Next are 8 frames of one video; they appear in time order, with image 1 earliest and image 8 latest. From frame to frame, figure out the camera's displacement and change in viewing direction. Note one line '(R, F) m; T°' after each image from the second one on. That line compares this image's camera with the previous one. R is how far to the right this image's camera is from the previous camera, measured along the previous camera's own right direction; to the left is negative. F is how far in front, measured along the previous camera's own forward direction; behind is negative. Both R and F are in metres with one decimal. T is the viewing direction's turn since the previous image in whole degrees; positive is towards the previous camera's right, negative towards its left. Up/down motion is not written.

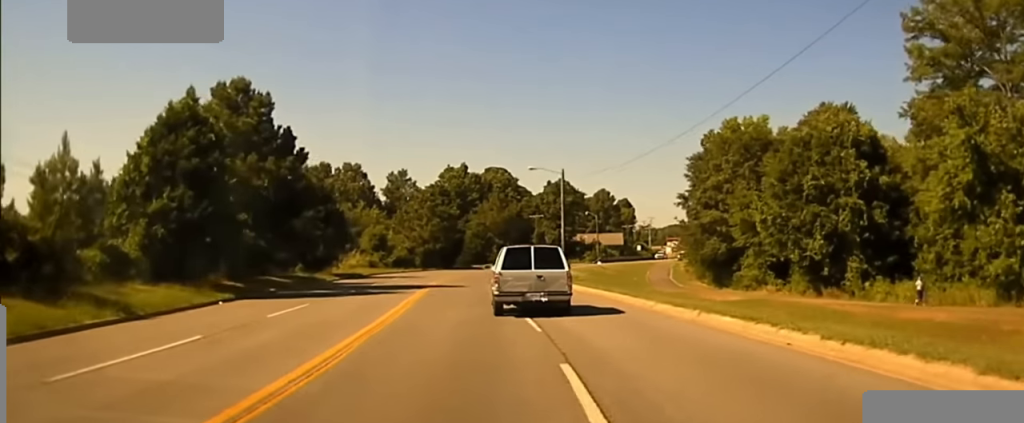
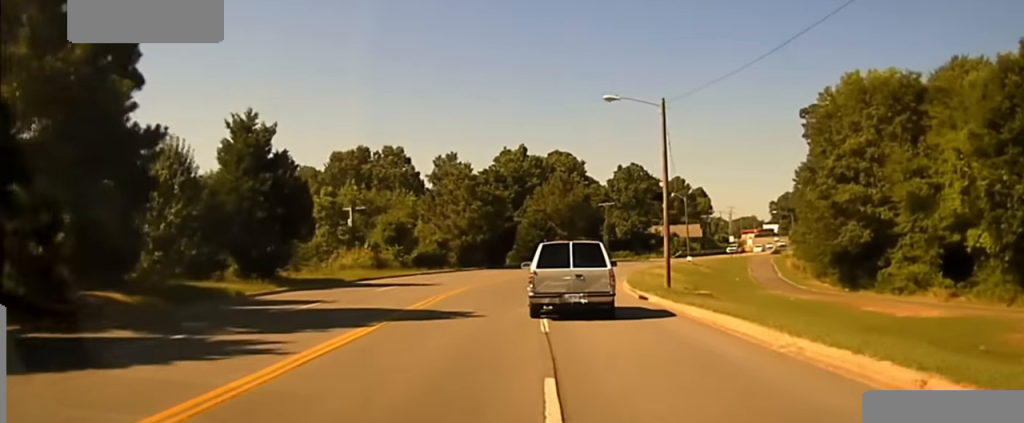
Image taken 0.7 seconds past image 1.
(-1.3, +25.4) m; -6°
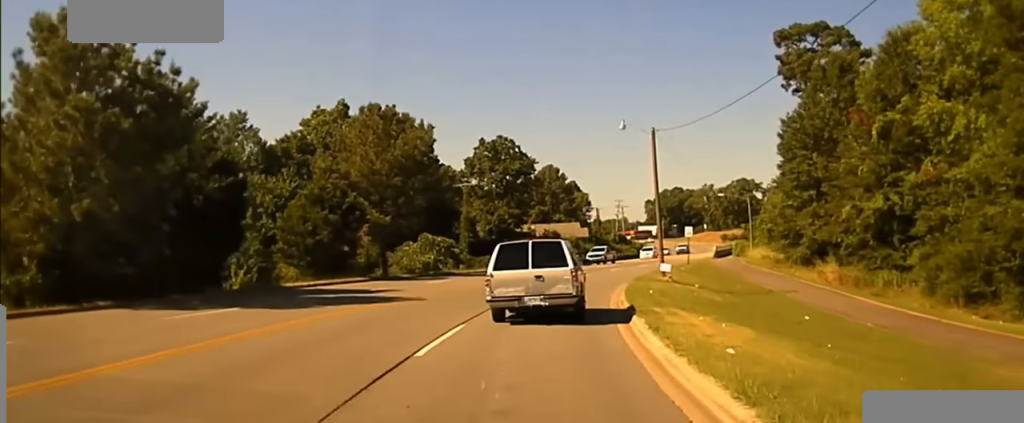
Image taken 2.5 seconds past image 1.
(-3.6, +55.1) m; +1°
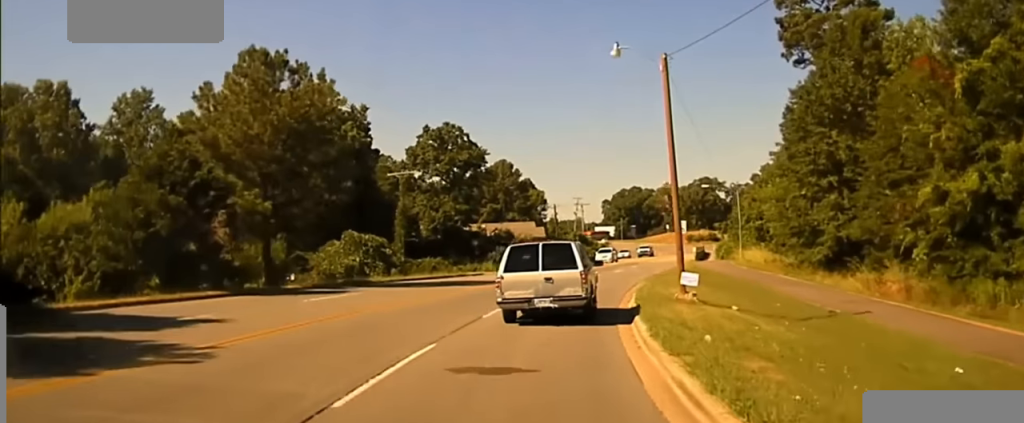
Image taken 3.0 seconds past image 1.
(+1.0, +13.5) m; +4°
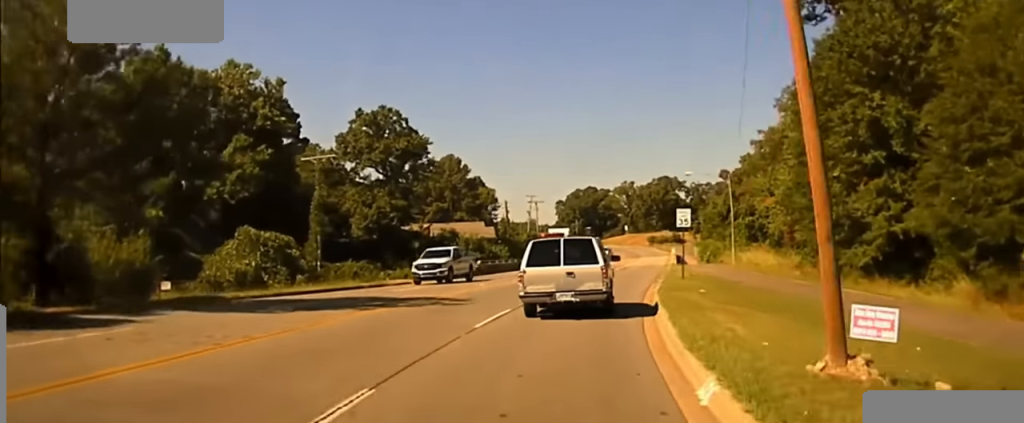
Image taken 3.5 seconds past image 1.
(+0.3, +14.4) m; +4°
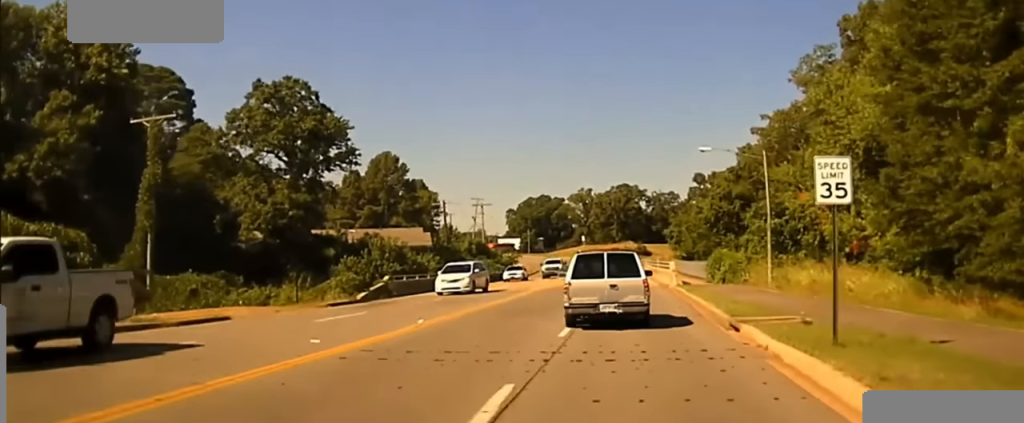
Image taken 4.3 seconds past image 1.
(+1.0, +21.4) m; +4°
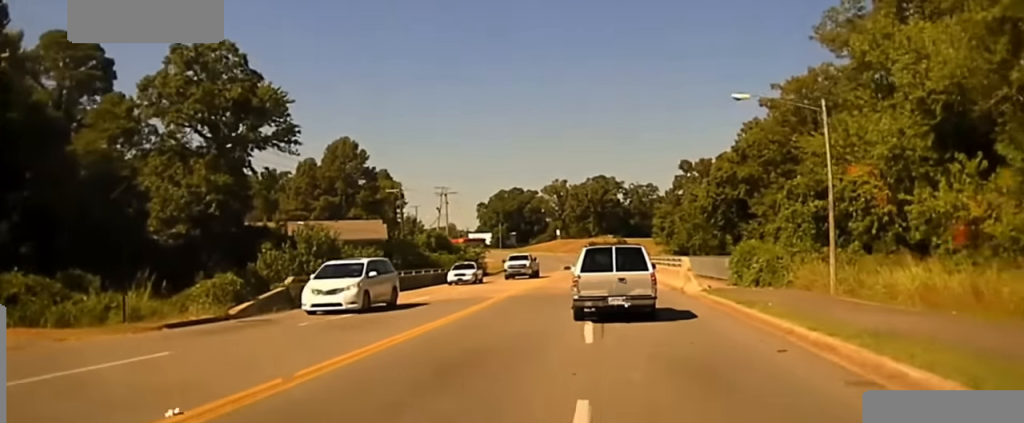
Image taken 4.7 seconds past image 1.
(+0.3, +12.1) m; +2°
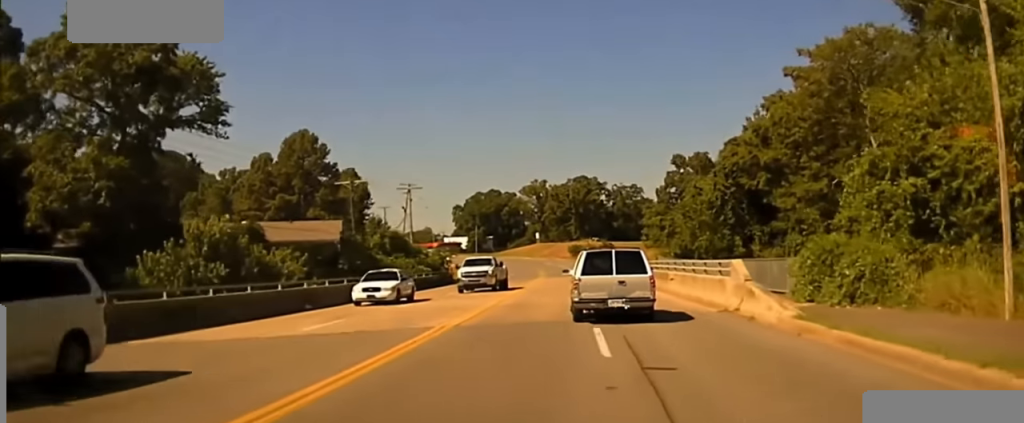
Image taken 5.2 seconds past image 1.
(+0.3, +15.2) m; +2°
